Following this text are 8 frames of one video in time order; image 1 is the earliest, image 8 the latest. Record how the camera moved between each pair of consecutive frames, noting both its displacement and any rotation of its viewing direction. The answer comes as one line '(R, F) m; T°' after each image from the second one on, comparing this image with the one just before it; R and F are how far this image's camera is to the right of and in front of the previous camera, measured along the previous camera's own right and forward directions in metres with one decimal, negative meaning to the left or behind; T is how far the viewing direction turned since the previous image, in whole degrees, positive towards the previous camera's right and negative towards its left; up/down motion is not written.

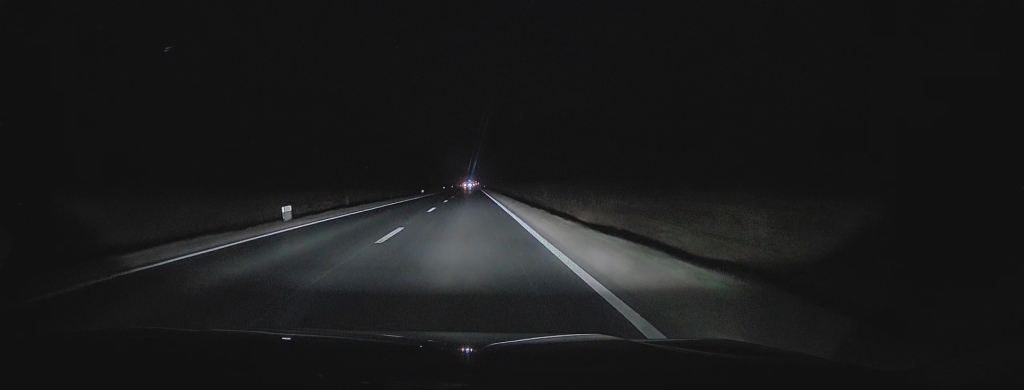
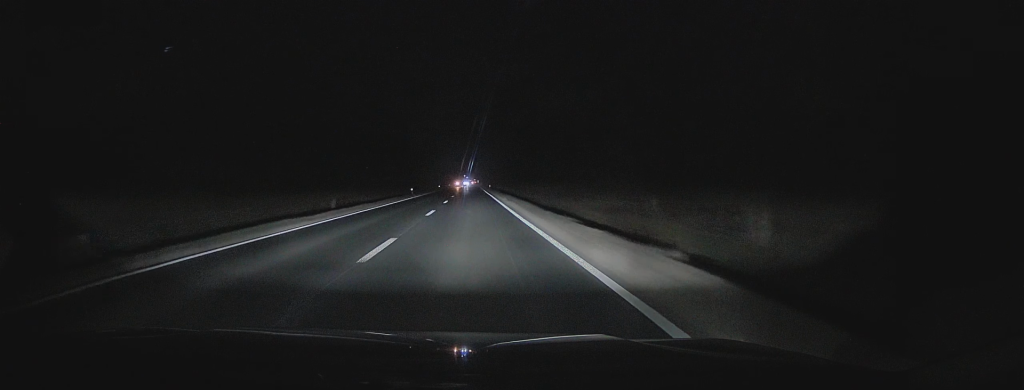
(0.0, +61.4) m; 0°
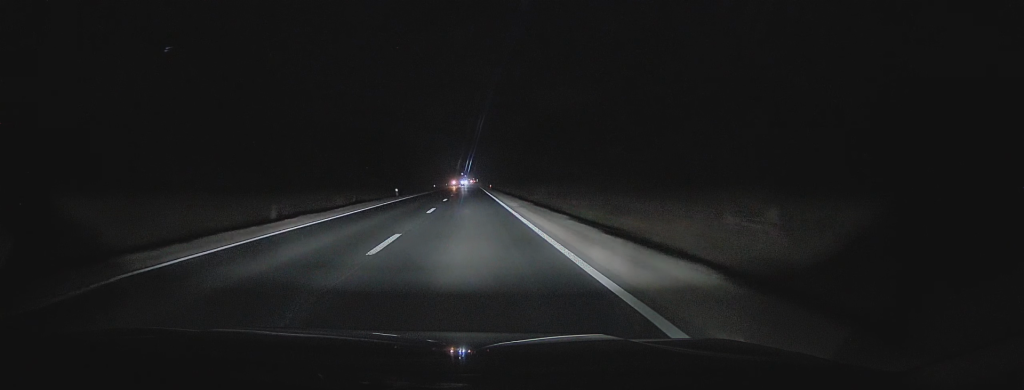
(0.0, +10.9) m; 0°
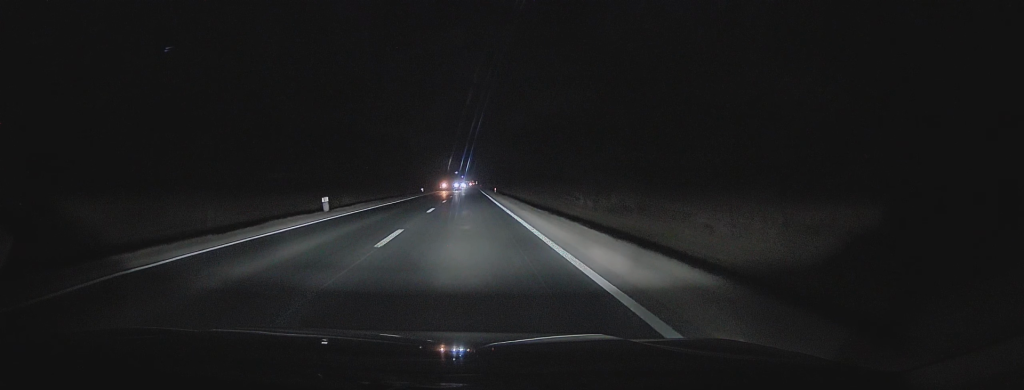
(0.0, +22.6) m; 0°
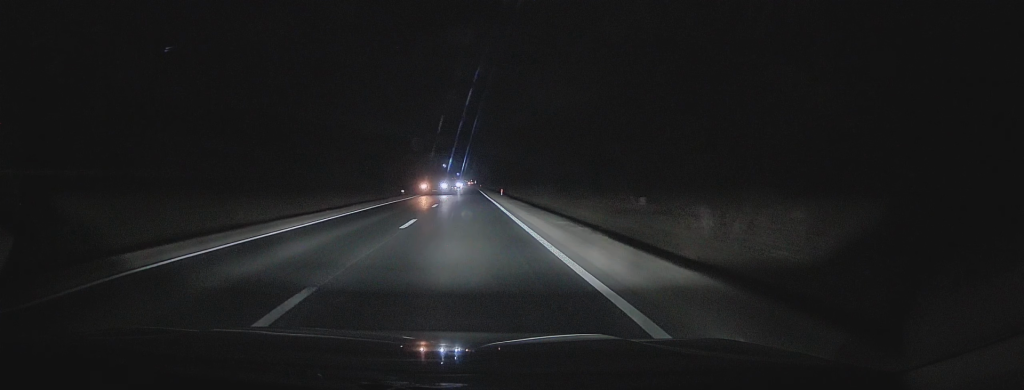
(0.0, +19.2) m; 0°
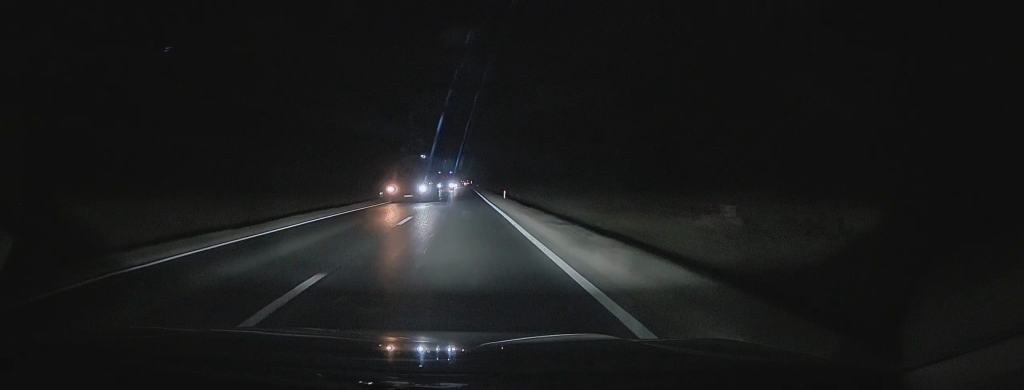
(0.0, +10.9) m; 0°
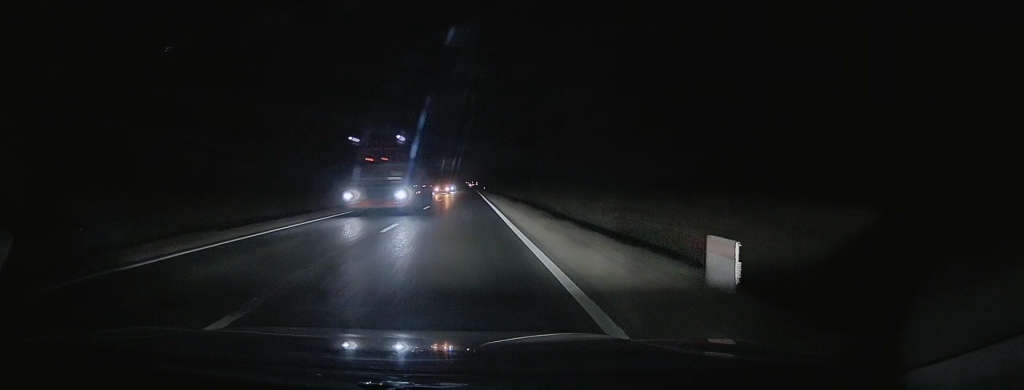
(+0.1, +37.5) m; 0°
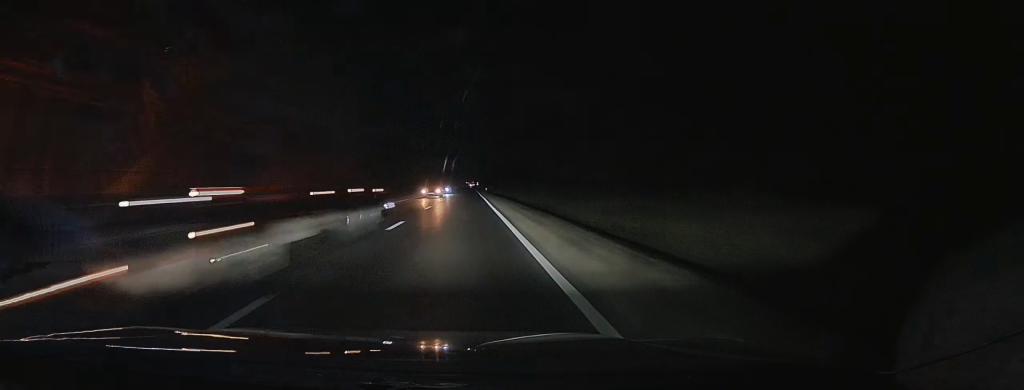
(-0.1, +10.8) m; 0°
